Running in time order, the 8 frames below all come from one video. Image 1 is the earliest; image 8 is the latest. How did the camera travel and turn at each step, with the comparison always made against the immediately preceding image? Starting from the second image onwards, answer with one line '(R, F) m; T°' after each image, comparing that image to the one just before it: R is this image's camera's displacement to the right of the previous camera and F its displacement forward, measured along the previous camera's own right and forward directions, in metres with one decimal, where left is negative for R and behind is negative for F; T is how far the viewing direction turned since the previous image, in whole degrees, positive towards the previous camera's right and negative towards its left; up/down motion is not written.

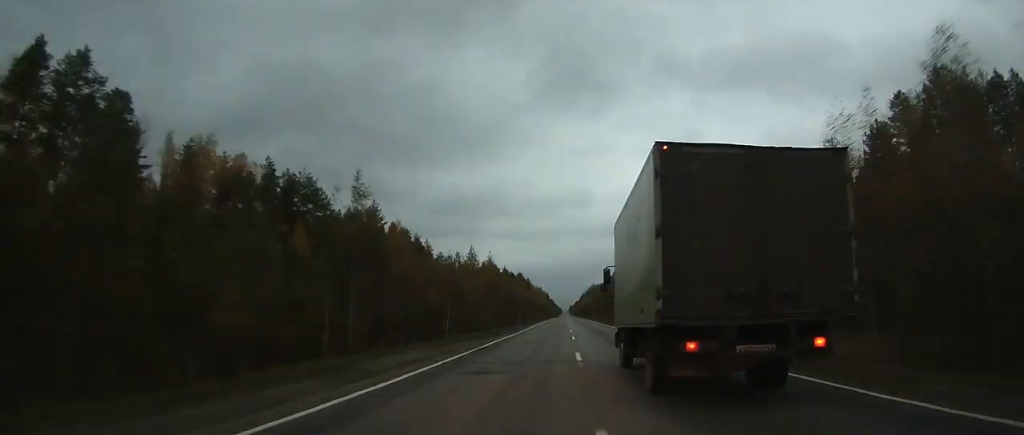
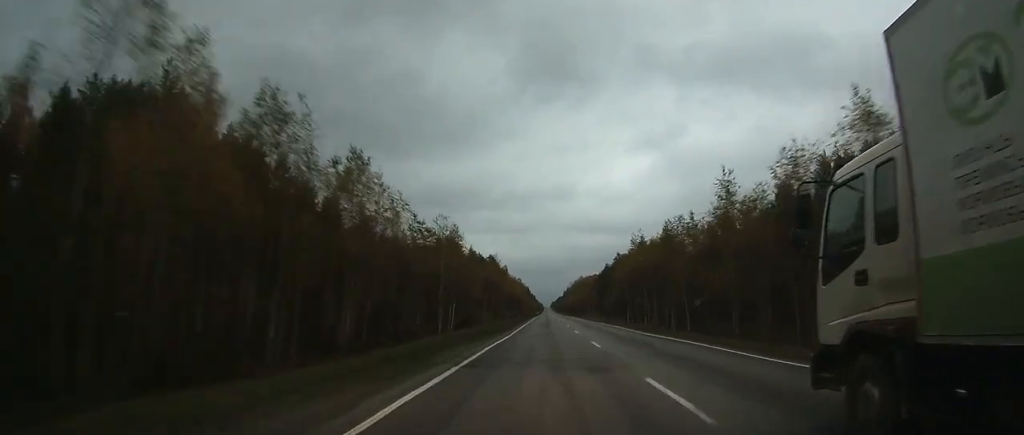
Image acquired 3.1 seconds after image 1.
(+0.1, +71.4) m; +1°
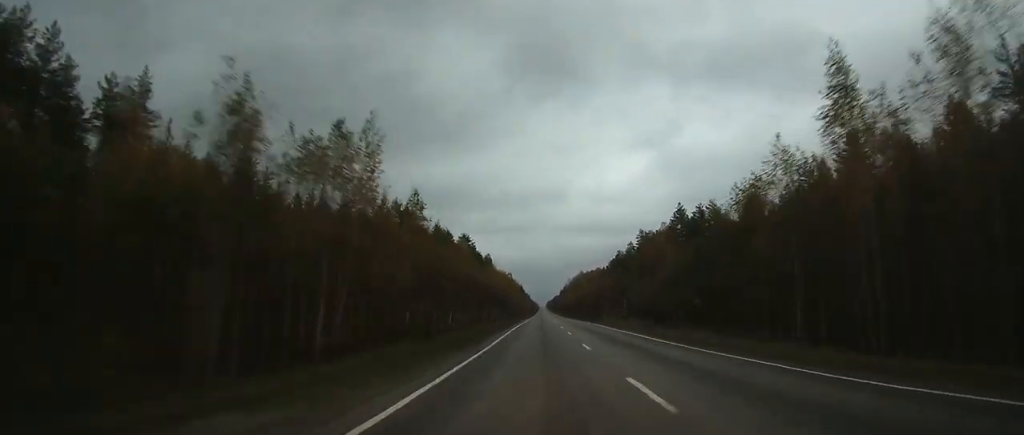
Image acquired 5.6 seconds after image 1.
(+0.6, +61.6) m; +1°
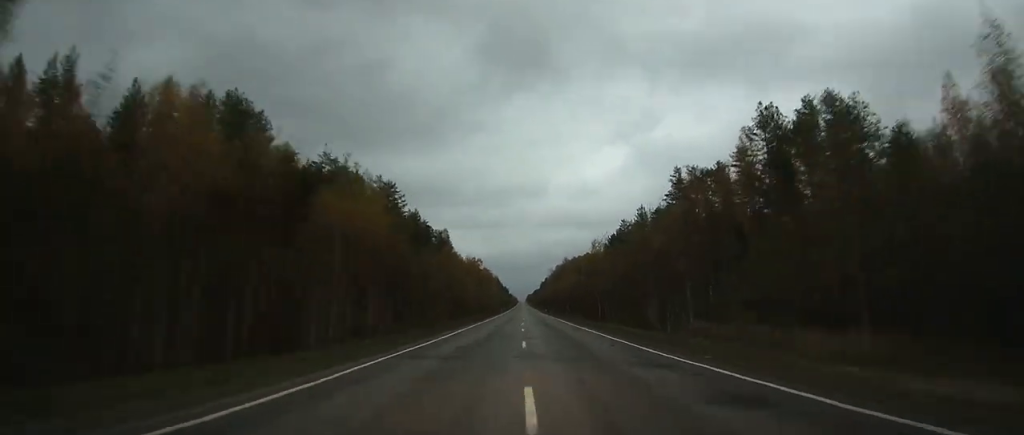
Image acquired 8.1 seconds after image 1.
(+0.3, +60.6) m; 0°
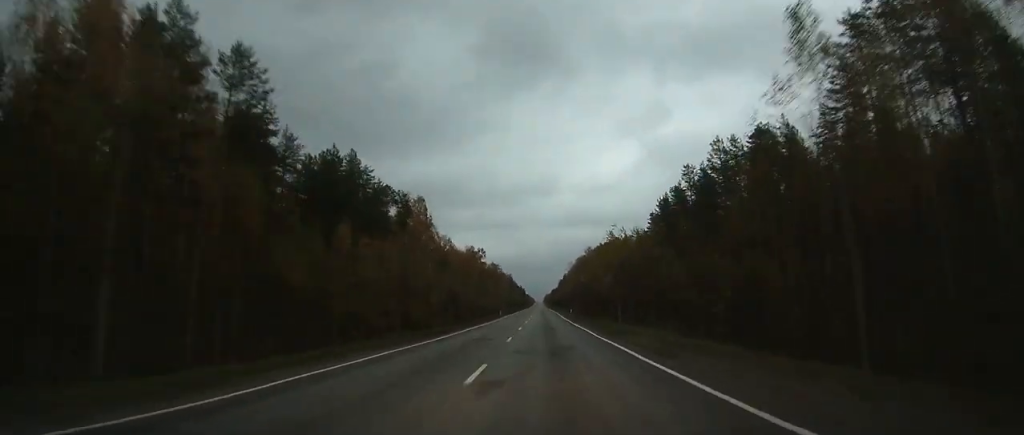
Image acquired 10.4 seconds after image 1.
(-0.1, +53.8) m; 0°
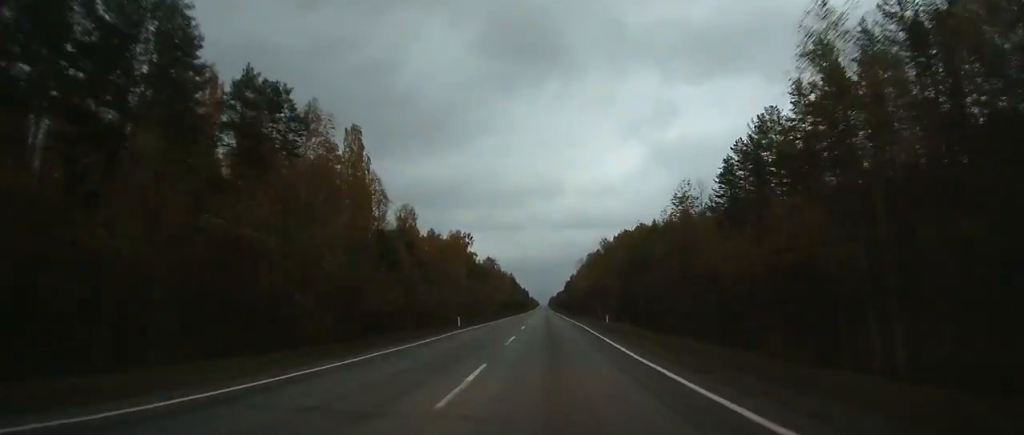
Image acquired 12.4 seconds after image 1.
(-0.1, +50.9) m; -1°
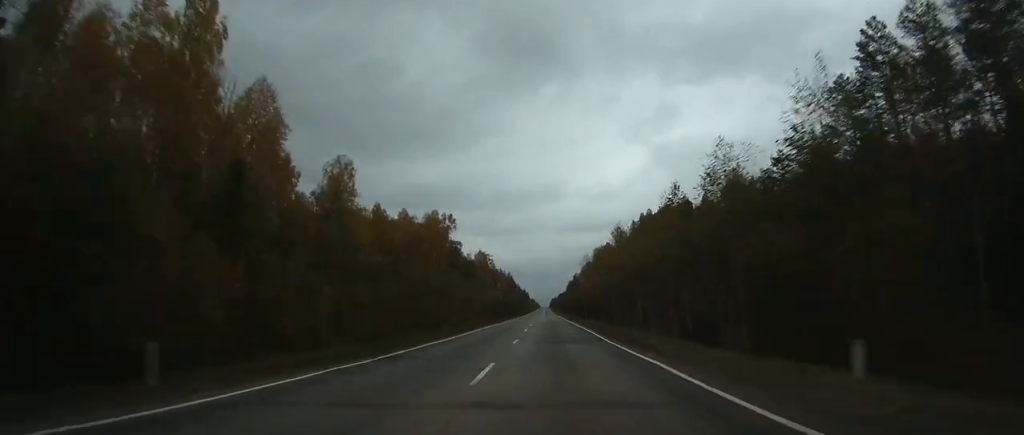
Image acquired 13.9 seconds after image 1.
(-0.3, +38.4) m; 0°
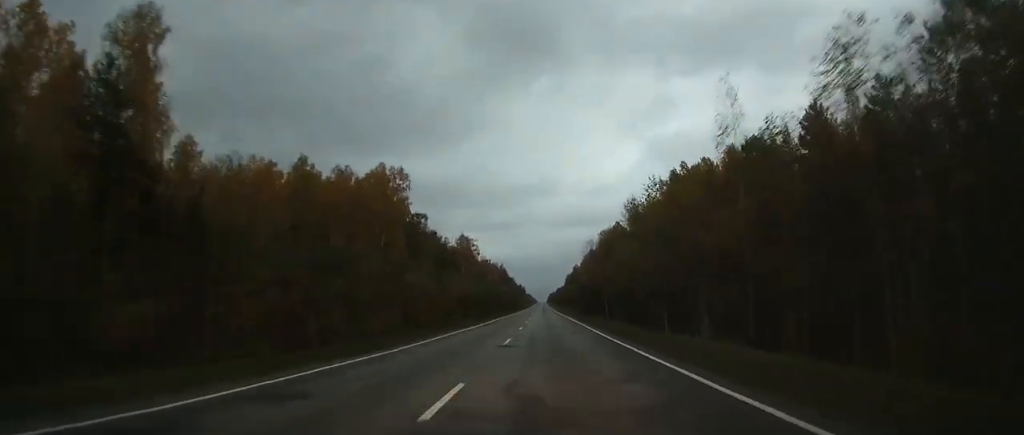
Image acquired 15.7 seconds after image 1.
(-0.1, +41.8) m; 0°
